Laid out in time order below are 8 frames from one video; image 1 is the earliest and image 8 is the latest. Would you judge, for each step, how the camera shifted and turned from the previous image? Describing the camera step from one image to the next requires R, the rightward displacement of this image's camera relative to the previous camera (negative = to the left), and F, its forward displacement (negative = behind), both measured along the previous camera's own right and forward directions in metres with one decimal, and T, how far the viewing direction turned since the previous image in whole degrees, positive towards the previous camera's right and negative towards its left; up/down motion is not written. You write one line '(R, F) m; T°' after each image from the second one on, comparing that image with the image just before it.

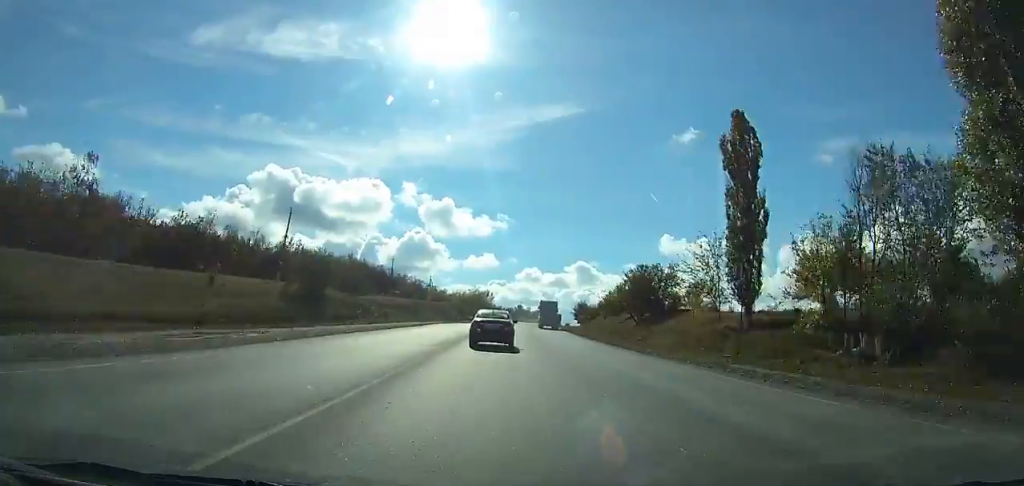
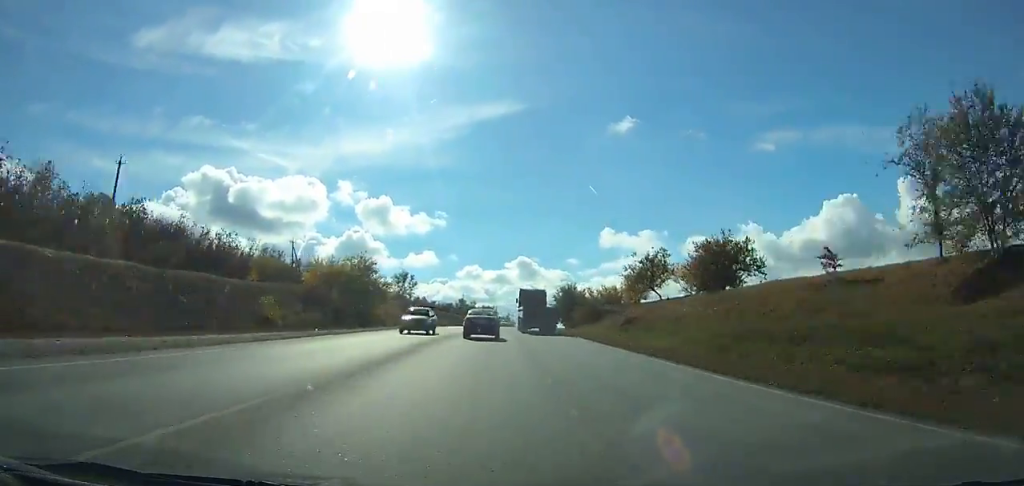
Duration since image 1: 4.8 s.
(+6.2, +95.5) m; +8°
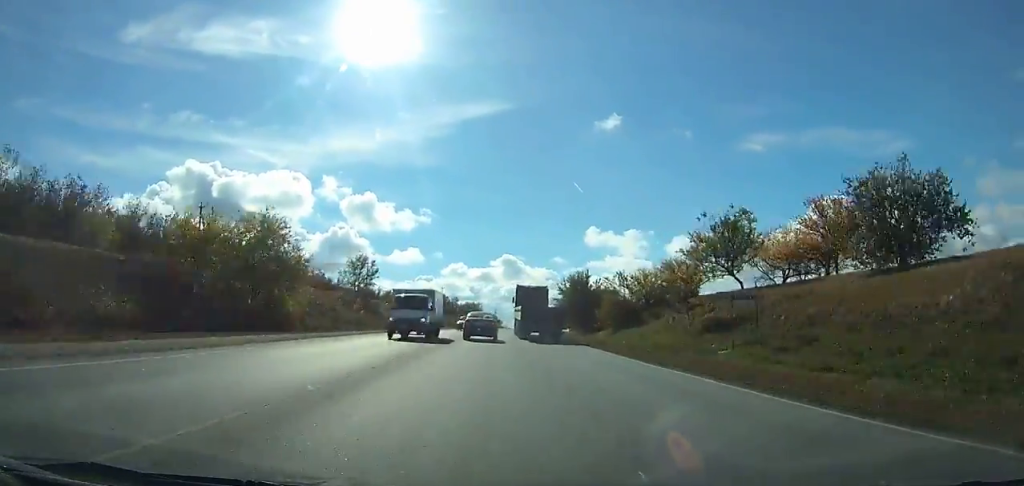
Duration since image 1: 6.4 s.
(+1.9, +32.3) m; -2°
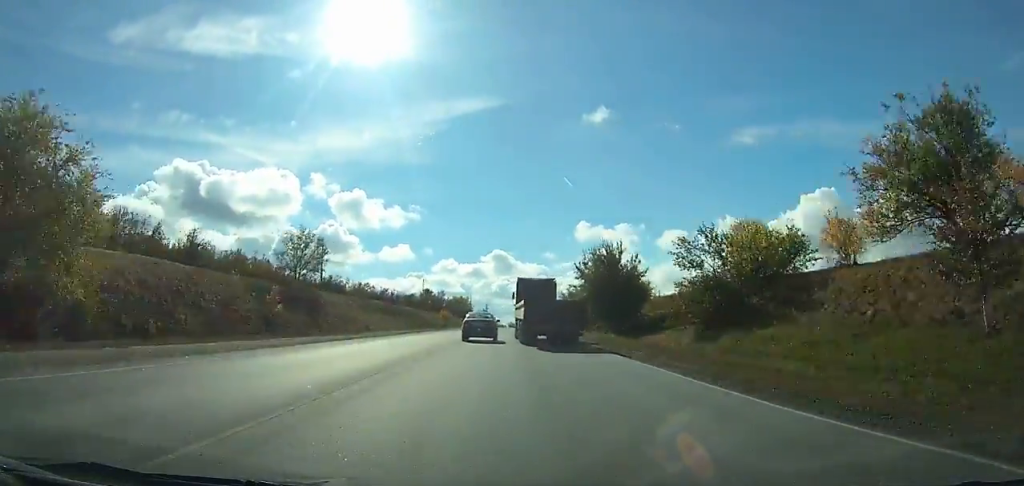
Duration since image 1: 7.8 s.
(+1.1, +27.1) m; -1°
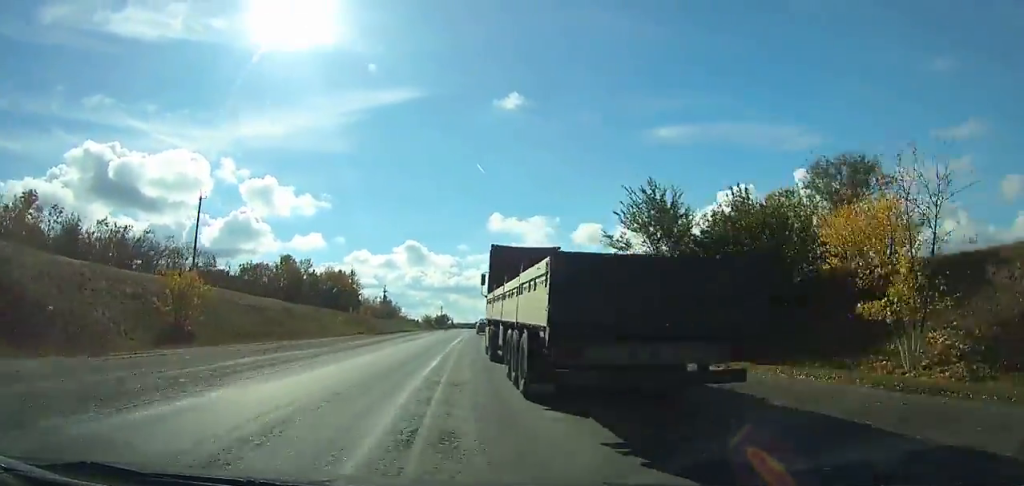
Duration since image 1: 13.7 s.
(-2.1, +92.4) m; +7°
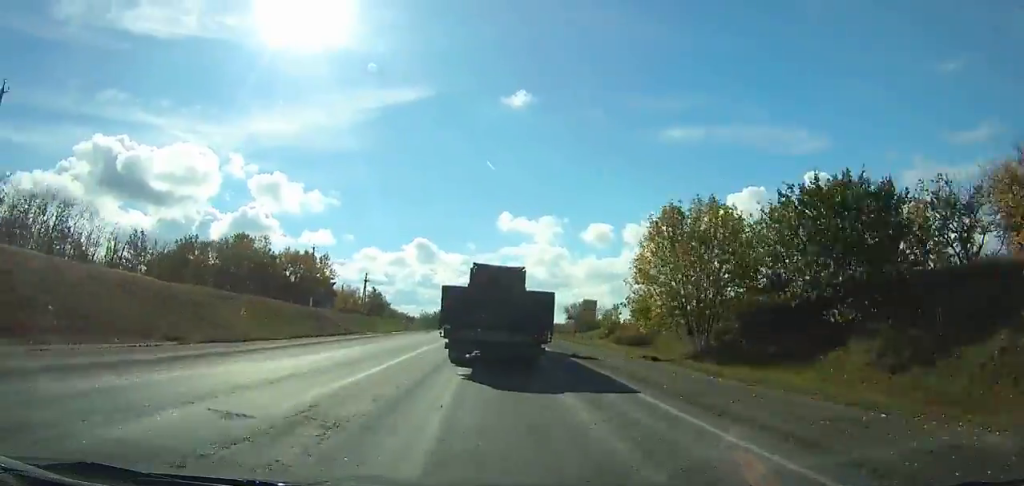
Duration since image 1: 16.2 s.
(+1.9, +33.2) m; +4°
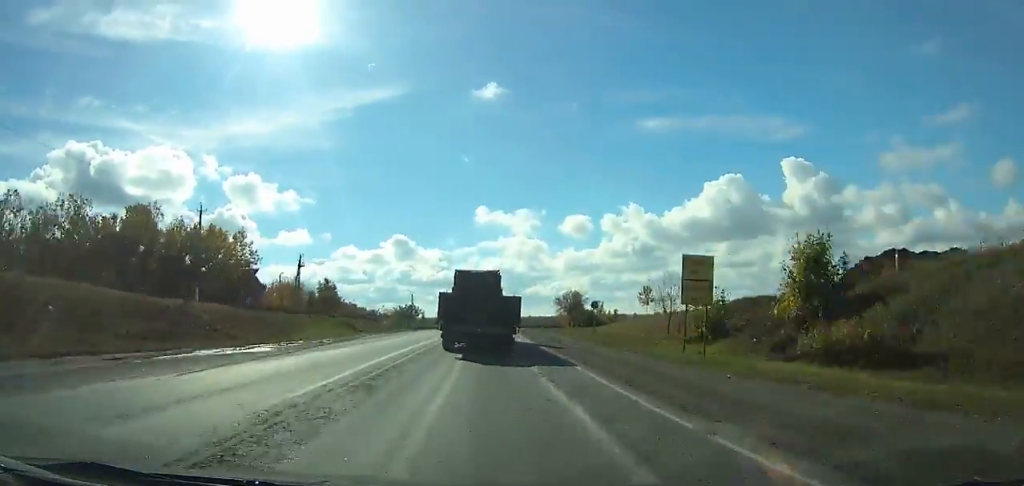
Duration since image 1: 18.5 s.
(+0.7, +30.4) m; +3°
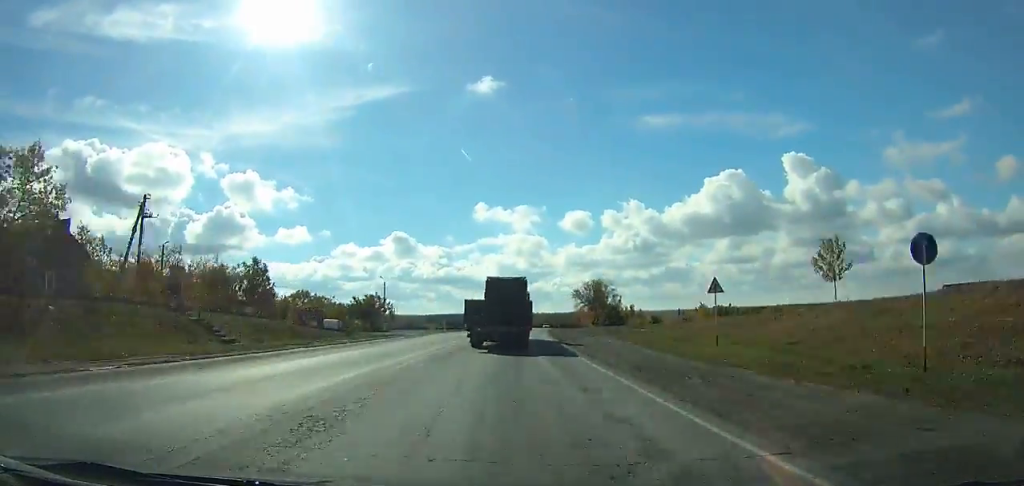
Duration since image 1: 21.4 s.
(+1.6, +39.5) m; -1°
